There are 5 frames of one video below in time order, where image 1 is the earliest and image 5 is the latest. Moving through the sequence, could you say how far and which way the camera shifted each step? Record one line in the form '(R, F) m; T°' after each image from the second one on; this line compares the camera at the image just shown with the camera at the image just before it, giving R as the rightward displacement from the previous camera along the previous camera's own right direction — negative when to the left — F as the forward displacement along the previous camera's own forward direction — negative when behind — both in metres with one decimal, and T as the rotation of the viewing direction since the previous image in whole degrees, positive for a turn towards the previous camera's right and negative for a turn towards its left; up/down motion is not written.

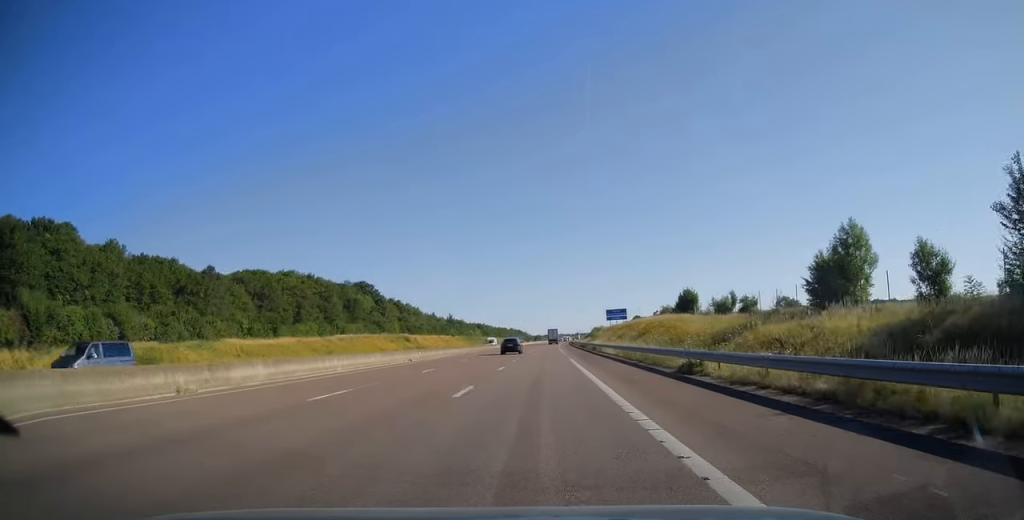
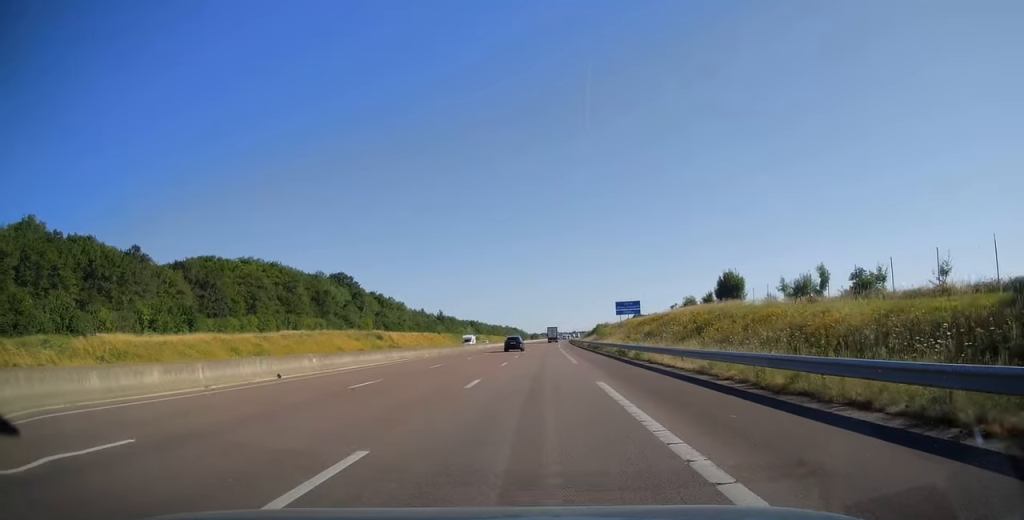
(0.0, +23.1) m; 0°
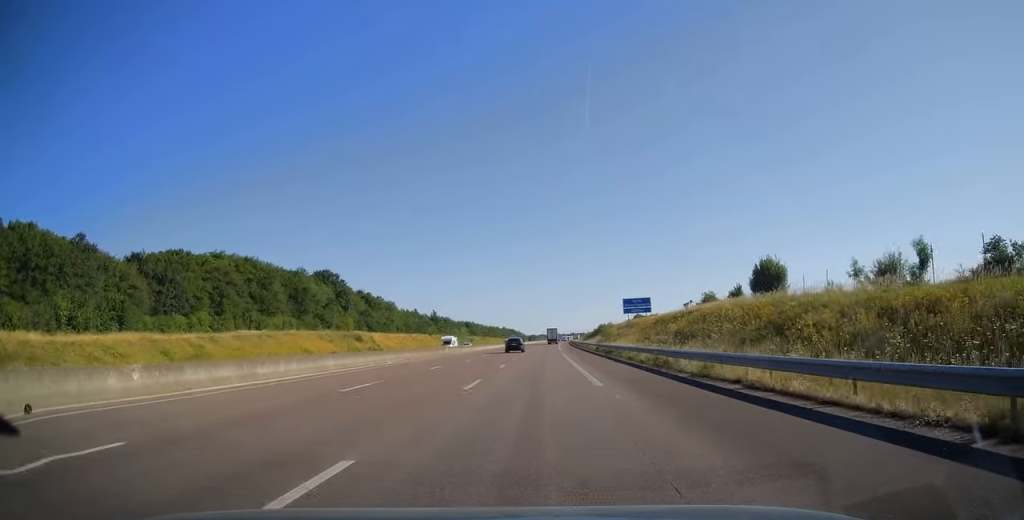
(0.0, +13.2) m; 0°
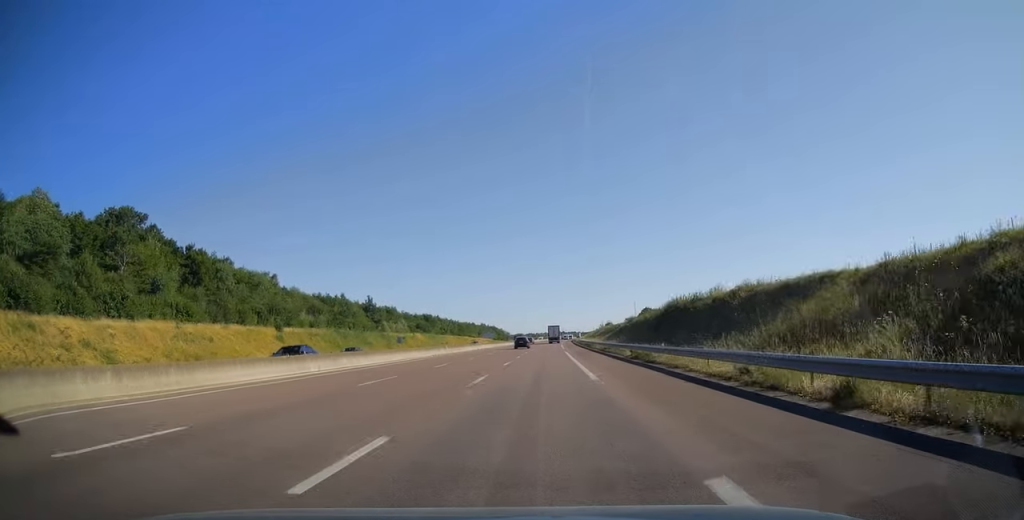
(+1.2, +102.1) m; +1°
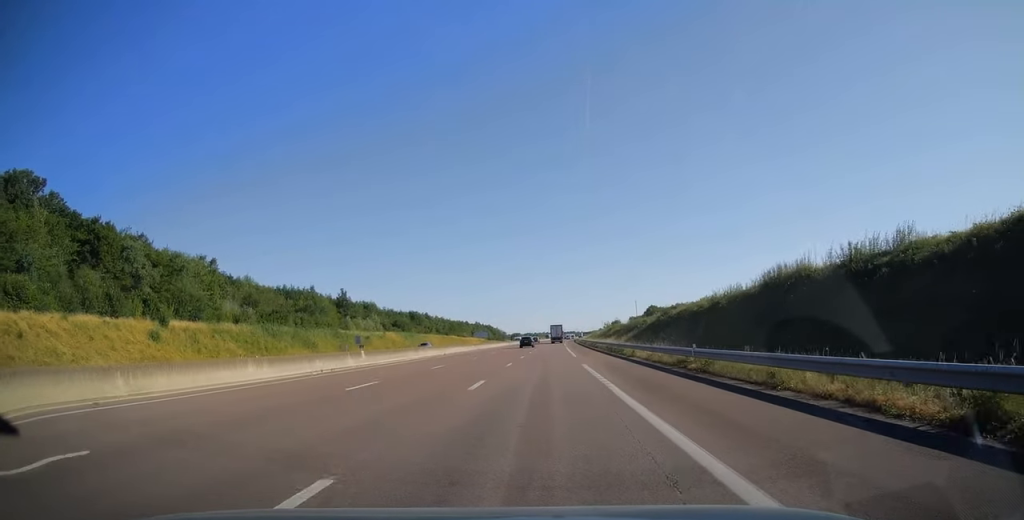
(+0.1, +28.5) m; 0°
